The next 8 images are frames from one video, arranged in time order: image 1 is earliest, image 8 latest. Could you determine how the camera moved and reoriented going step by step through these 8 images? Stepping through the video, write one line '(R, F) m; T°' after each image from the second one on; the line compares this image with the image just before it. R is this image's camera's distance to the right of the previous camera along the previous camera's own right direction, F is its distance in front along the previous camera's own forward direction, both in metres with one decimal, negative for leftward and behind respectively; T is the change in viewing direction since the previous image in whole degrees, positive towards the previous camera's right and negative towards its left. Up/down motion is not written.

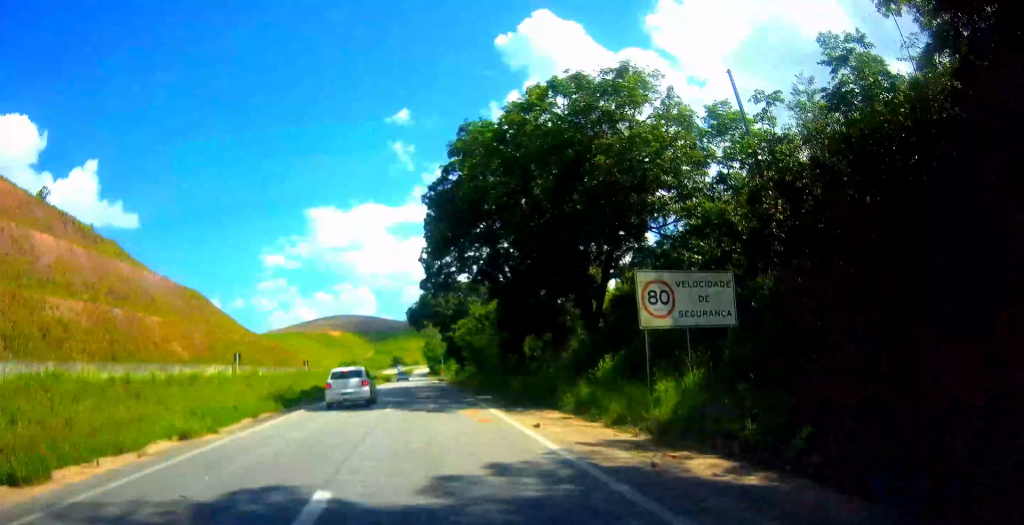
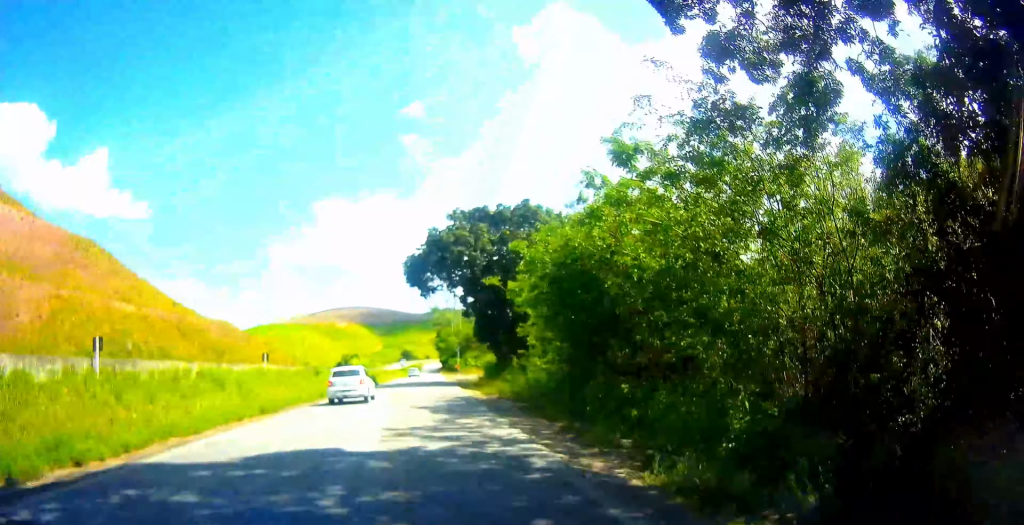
(-0.3, +38.9) m; -1°
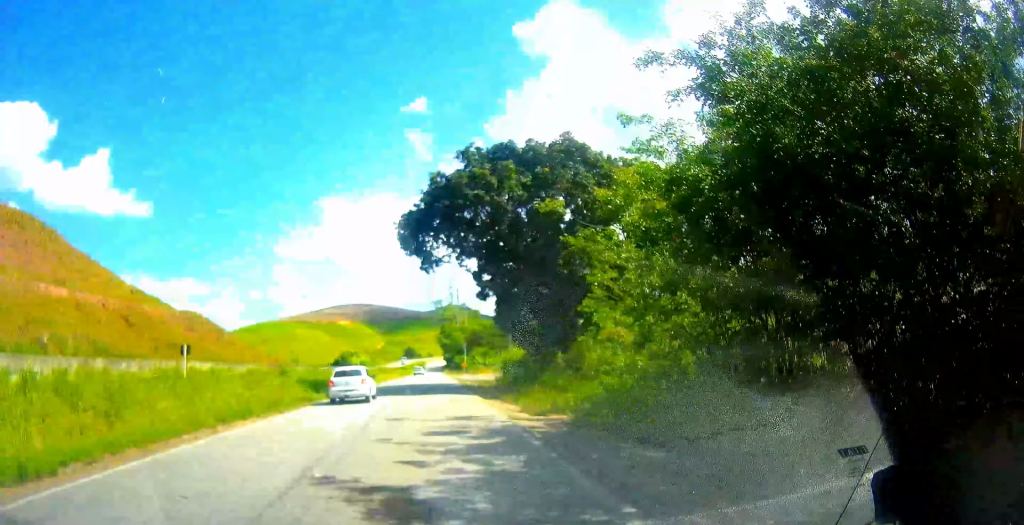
(+0.2, +13.8) m; -1°
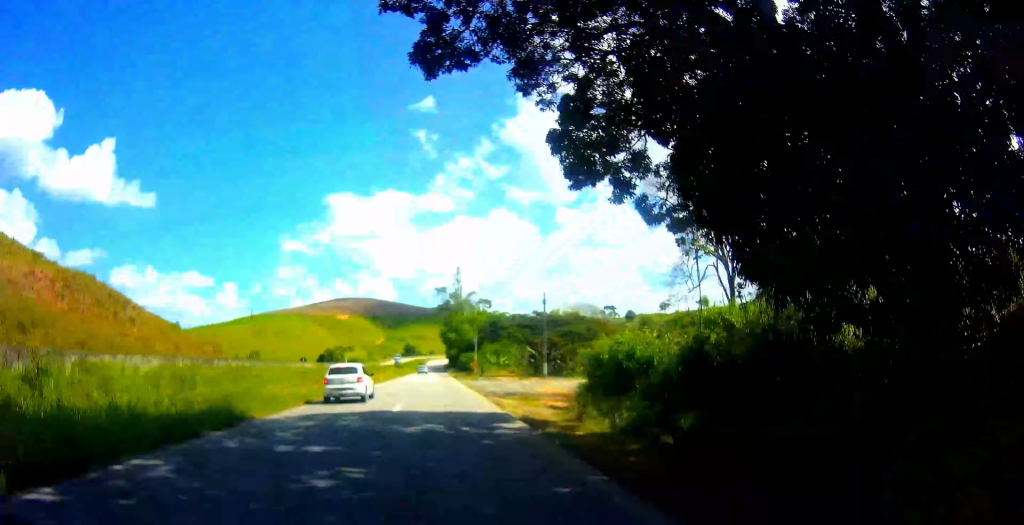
(-0.7, +27.9) m; -1°
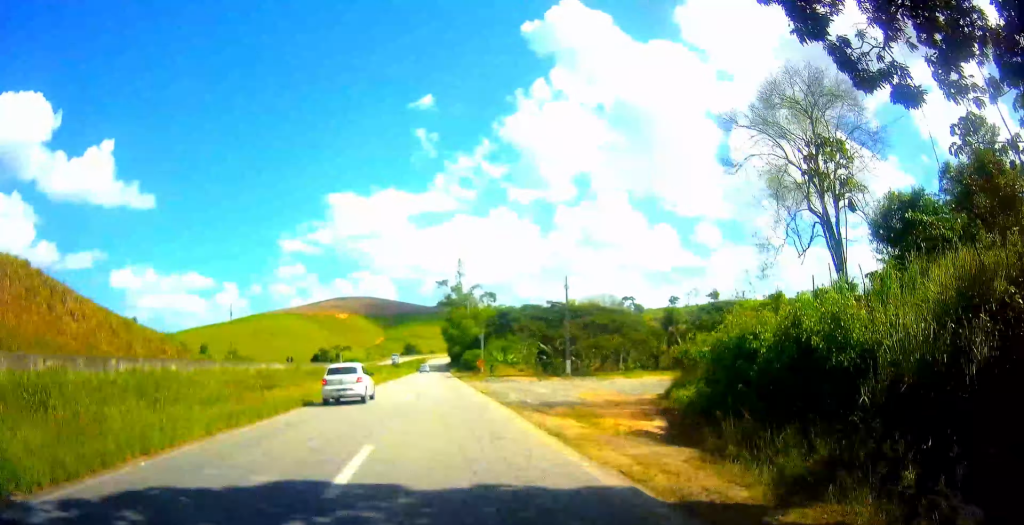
(+0.1, +10.8) m; 0°
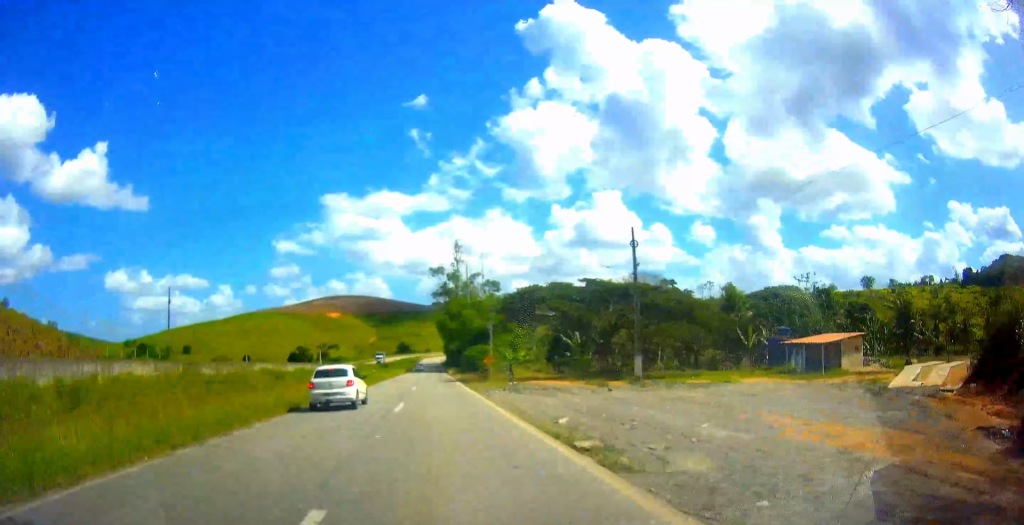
(0.0, +20.7) m; 0°
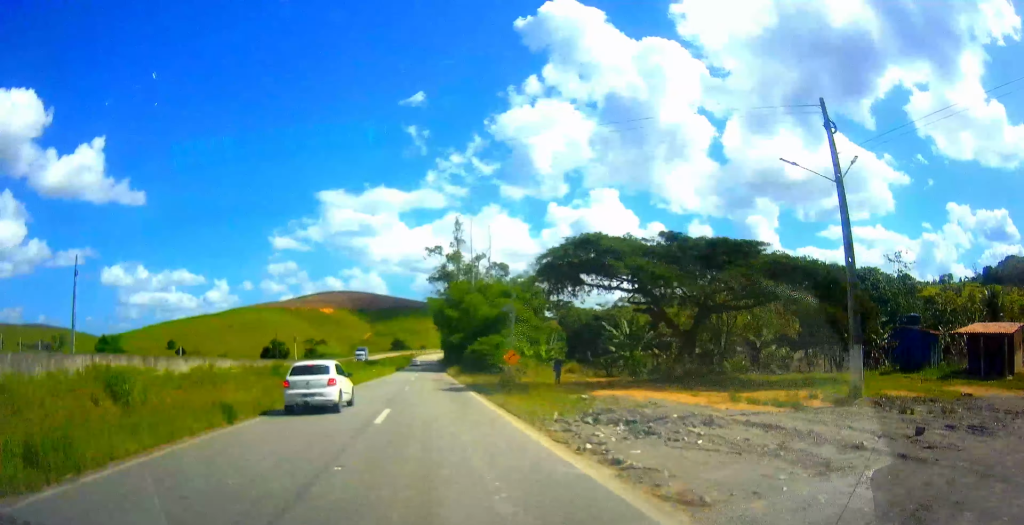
(-0.4, +19.6) m; 0°
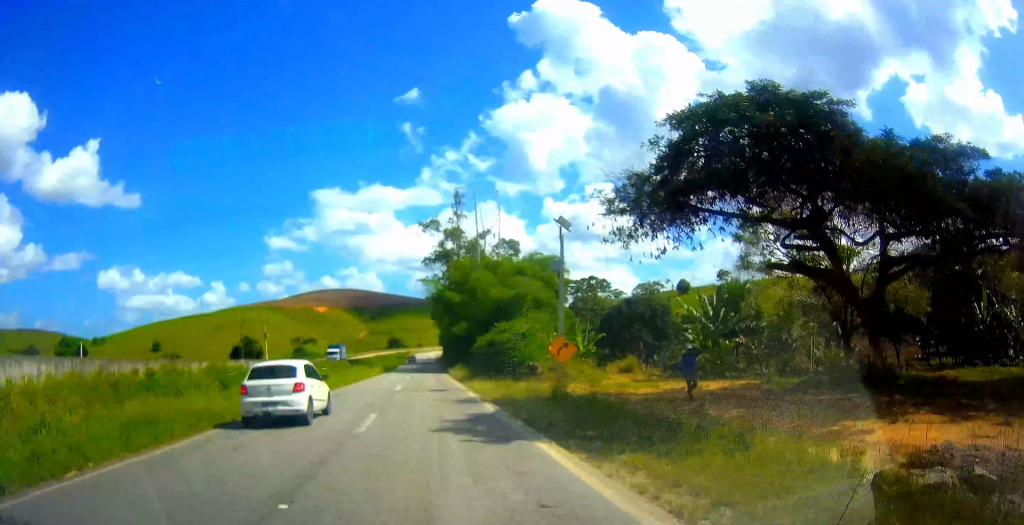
(+0.3, +18.2) m; +1°
